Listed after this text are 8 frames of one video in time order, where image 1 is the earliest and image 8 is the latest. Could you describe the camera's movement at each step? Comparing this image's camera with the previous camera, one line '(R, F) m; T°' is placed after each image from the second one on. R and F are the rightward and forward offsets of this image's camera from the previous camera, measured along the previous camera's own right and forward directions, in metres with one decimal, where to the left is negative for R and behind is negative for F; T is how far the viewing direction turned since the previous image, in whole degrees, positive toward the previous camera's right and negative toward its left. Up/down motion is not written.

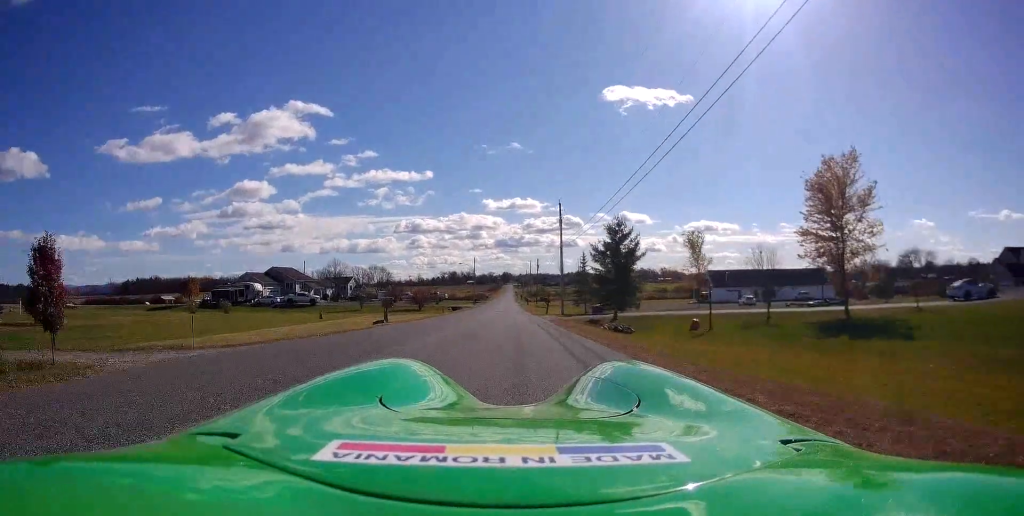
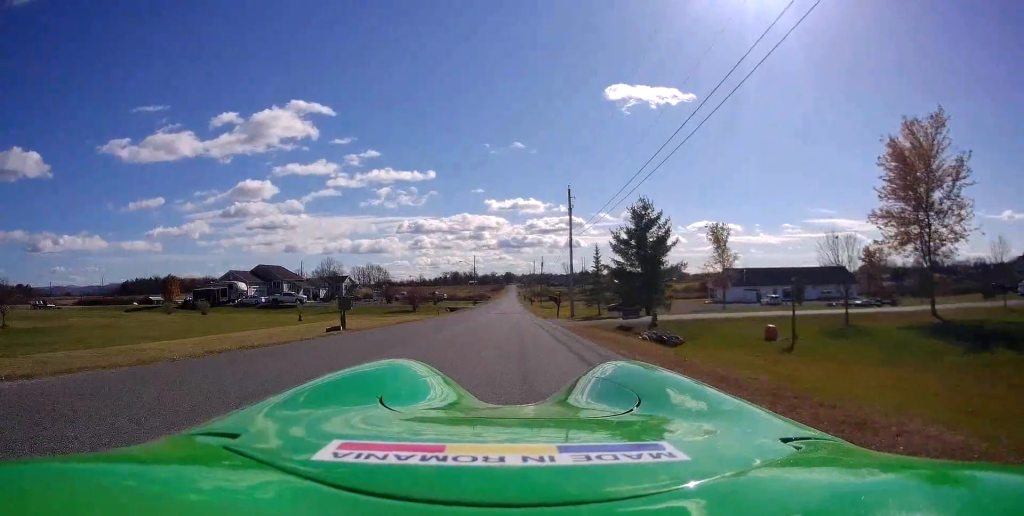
(0.0, +7.6) m; 0°
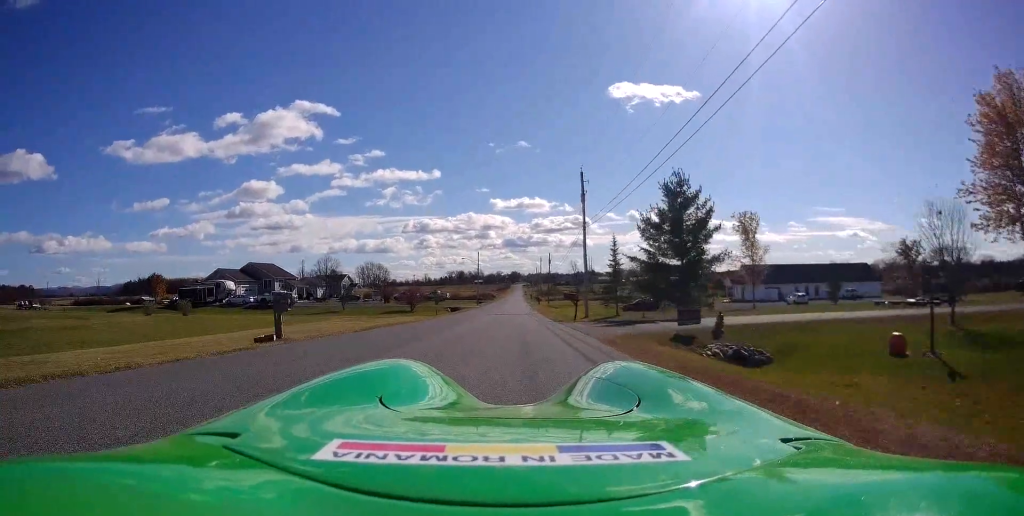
(-0.1, +6.6) m; 0°
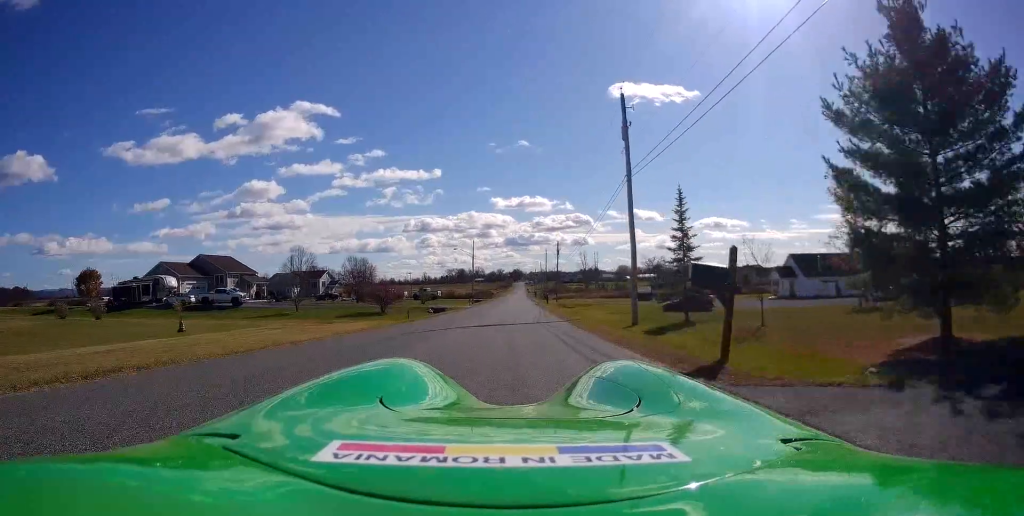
(-0.1, +18.3) m; -1°
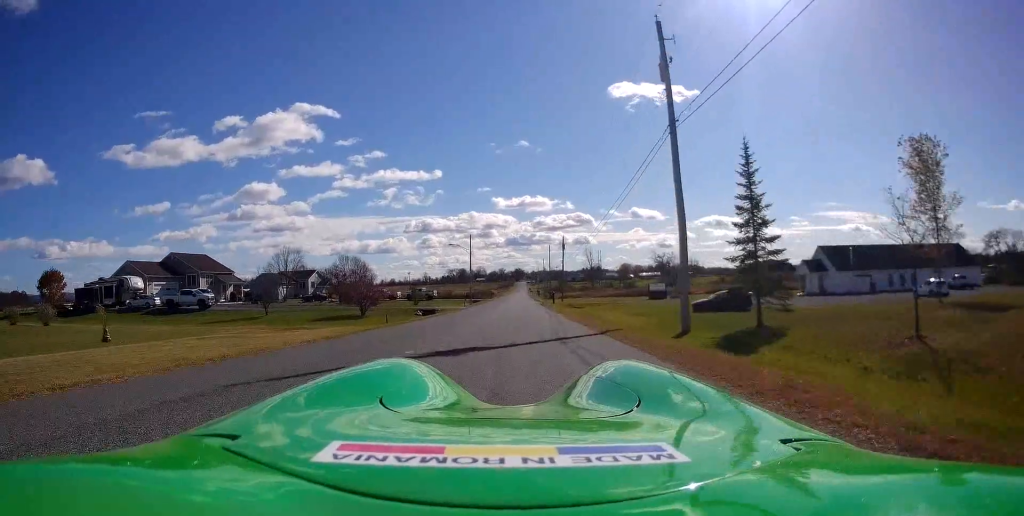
(-0.2, +8.5) m; 0°
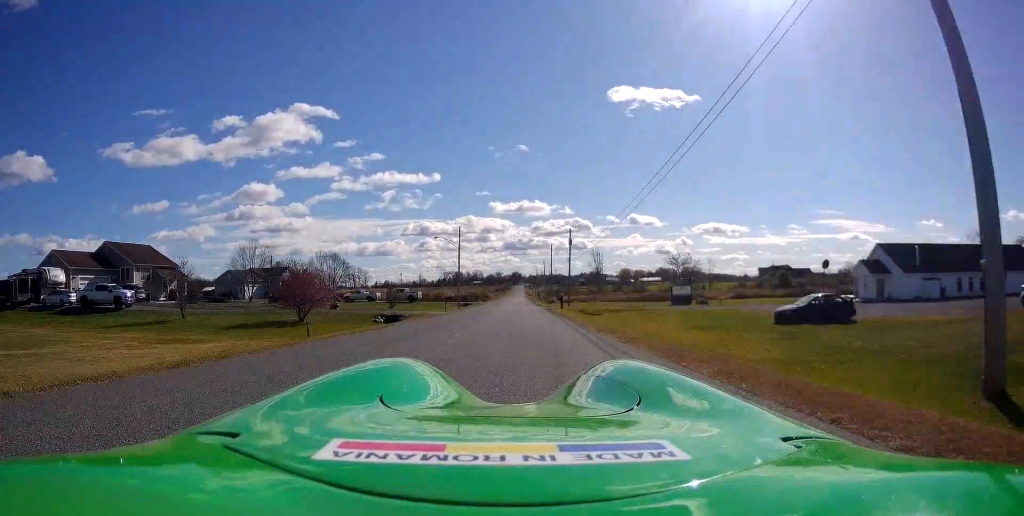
(+0.3, +14.5) m; 0°
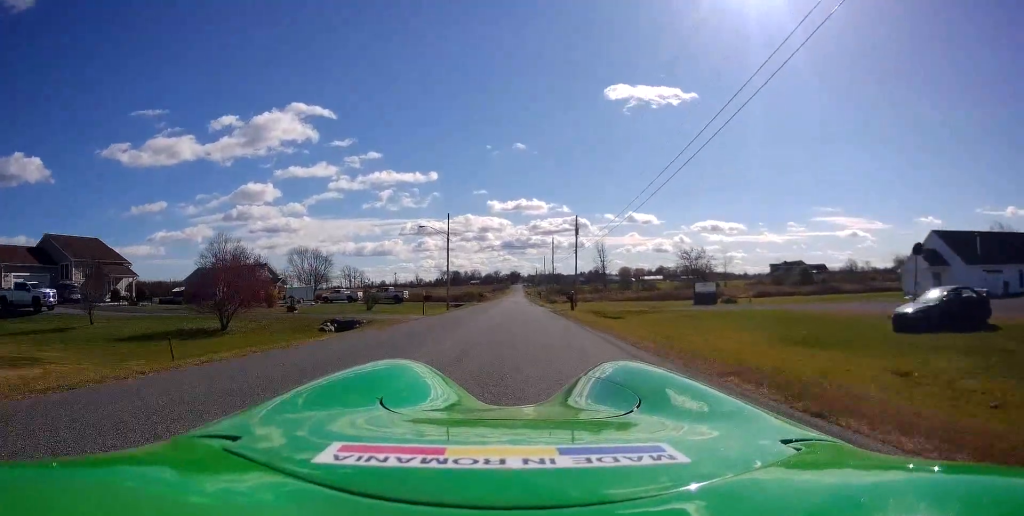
(-0.3, +10.3) m; +1°
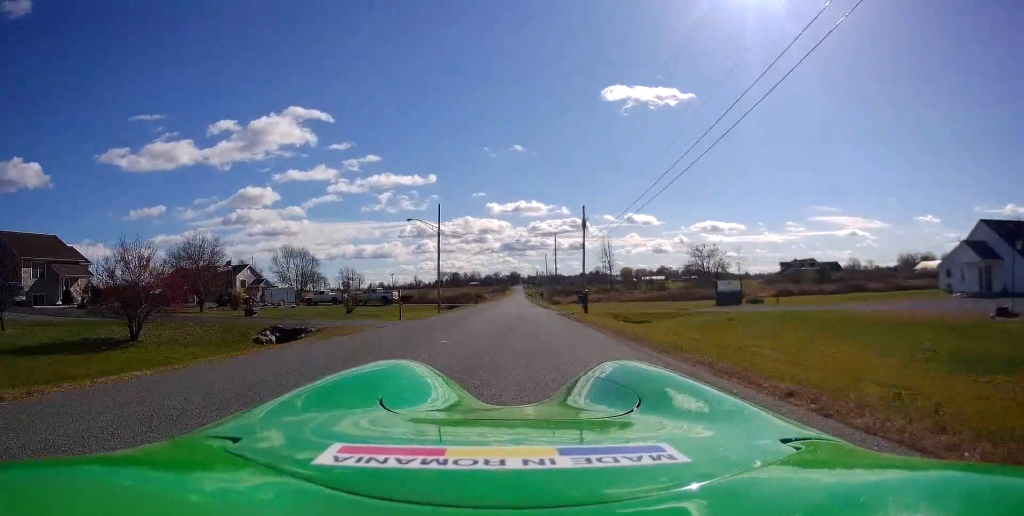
(+0.3, +7.7) m; +1°
